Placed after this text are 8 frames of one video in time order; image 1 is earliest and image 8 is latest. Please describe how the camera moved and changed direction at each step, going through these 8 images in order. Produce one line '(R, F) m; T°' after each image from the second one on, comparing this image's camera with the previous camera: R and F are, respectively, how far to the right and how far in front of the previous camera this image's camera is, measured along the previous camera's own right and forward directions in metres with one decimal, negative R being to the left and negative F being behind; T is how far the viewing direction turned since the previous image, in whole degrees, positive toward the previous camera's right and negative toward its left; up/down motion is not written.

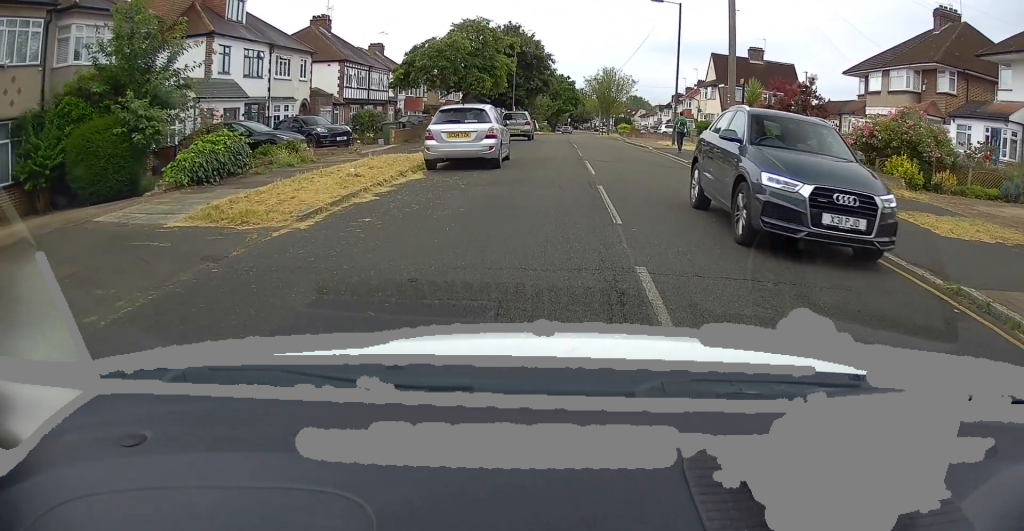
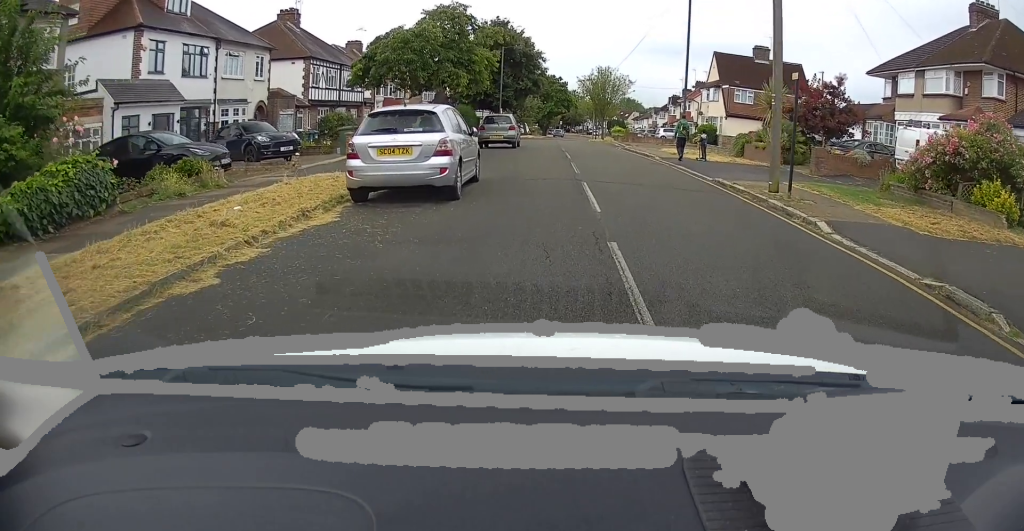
(-0.1, +5.3) m; 0°
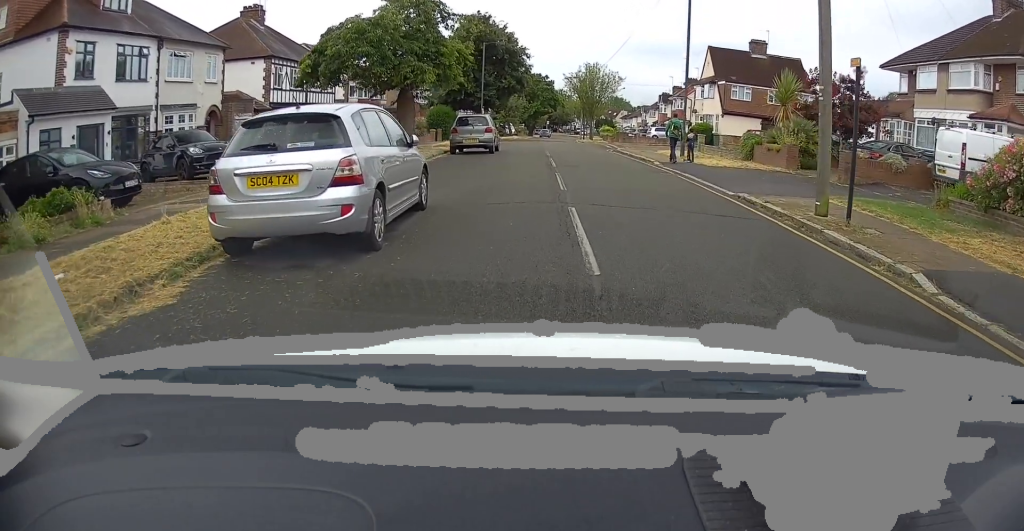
(0.0, +3.7) m; +2°
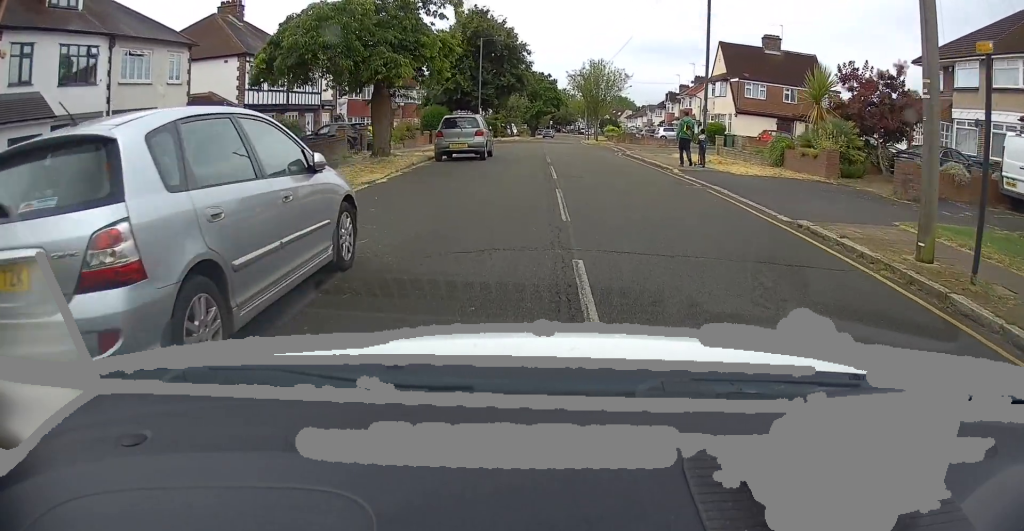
(+0.1, +3.4) m; +1°
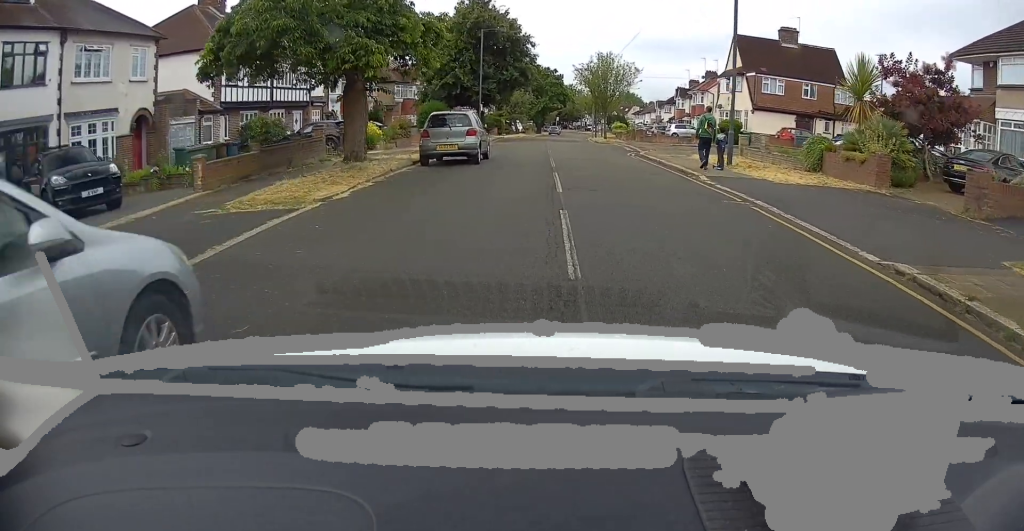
(0.0, +2.9) m; 0°
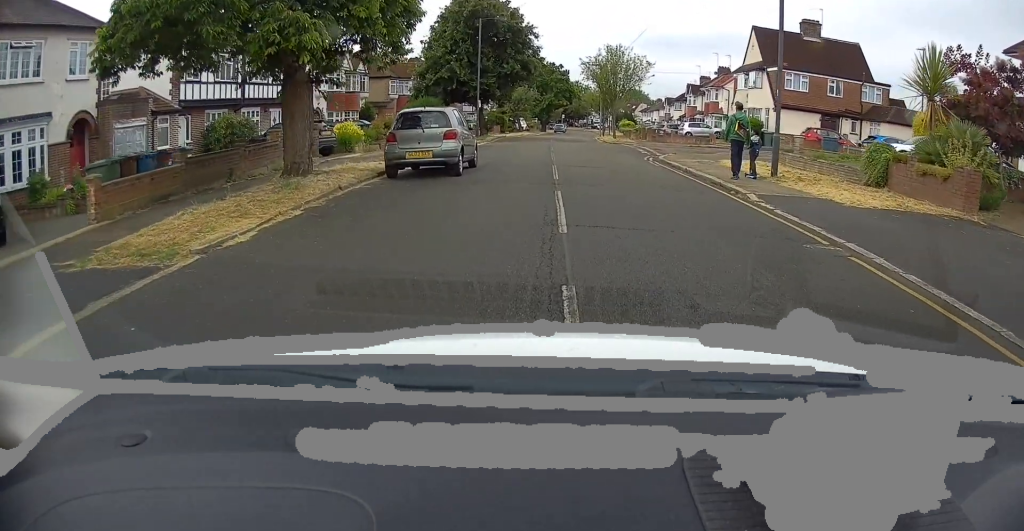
(0.0, +3.8) m; -1°
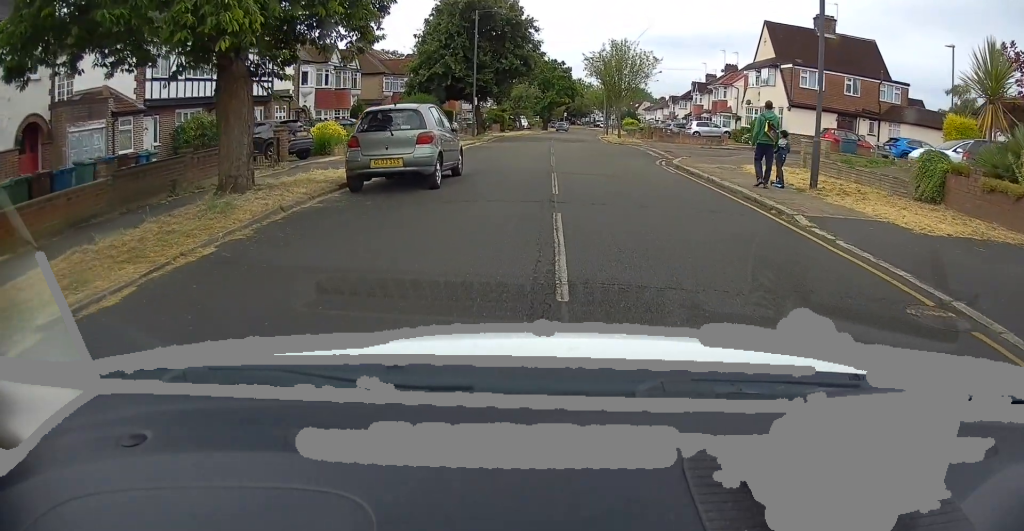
(0.0, +2.6) m; 0°
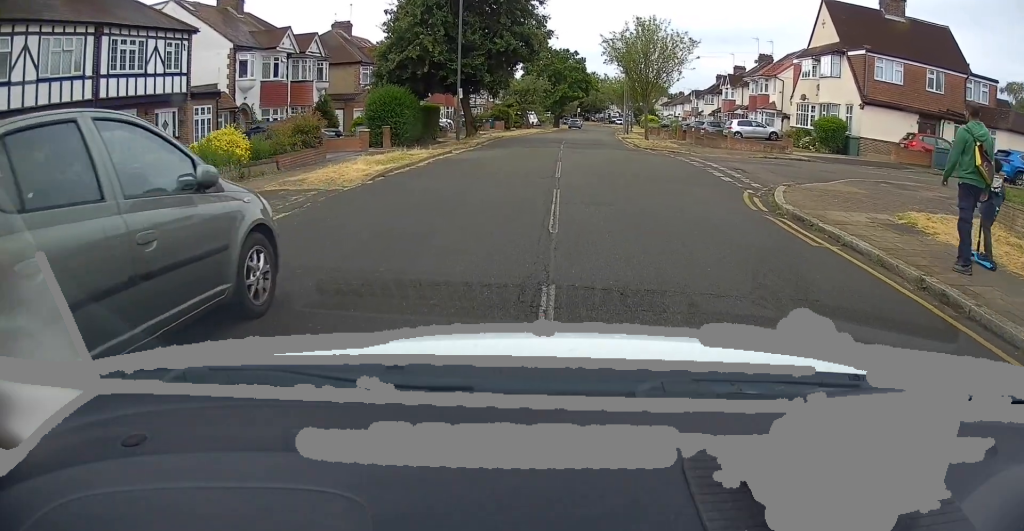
(-0.1, +9.6) m; -1°
